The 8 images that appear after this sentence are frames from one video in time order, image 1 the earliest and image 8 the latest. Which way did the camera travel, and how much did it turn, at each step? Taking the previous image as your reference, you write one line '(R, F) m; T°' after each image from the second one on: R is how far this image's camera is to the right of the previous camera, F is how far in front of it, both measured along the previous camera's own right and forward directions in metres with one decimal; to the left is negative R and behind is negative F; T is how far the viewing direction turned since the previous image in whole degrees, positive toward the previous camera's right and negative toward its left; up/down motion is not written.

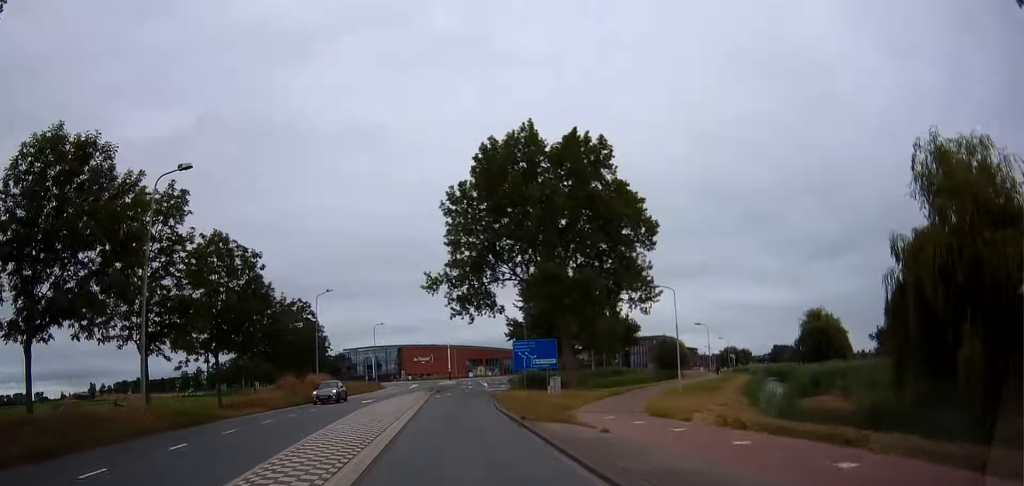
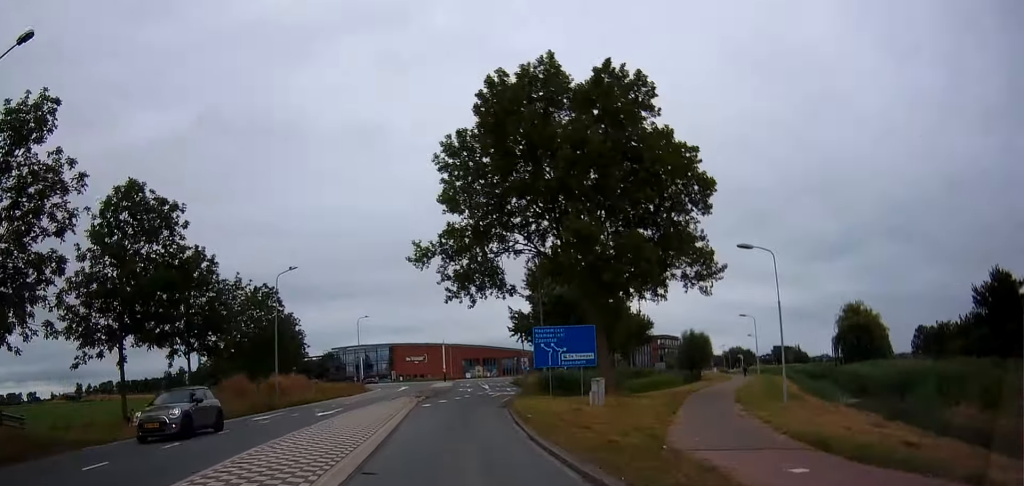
(+0.1, +11.0) m; 0°
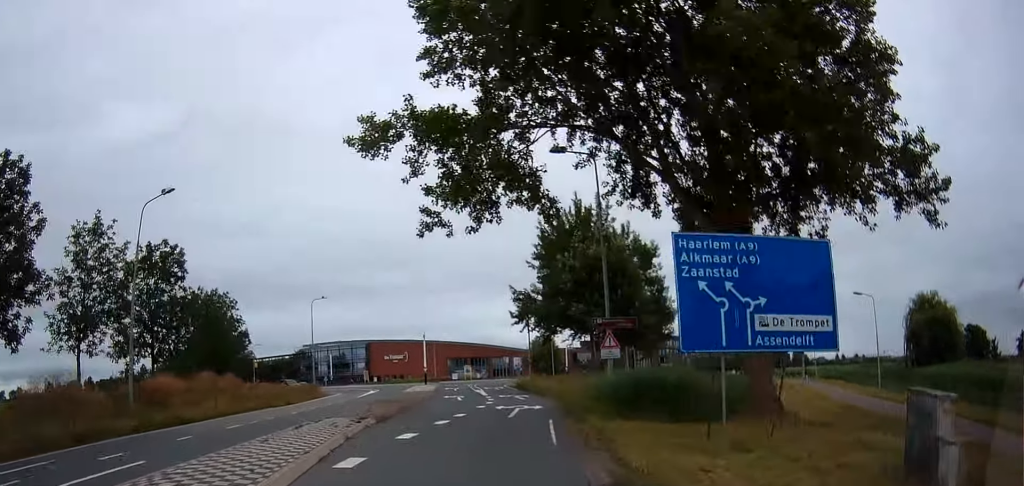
(0.0, +18.0) m; +2°
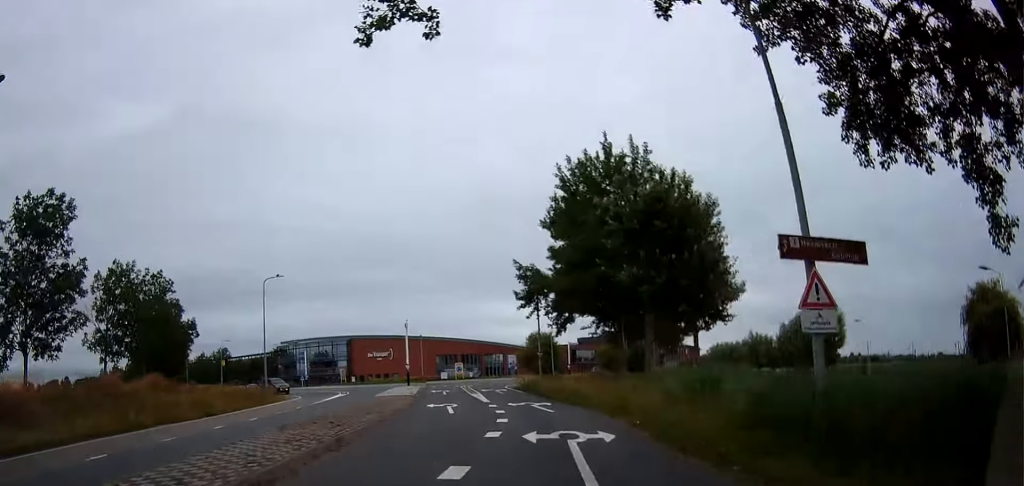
(+0.4, +12.0) m; +1°
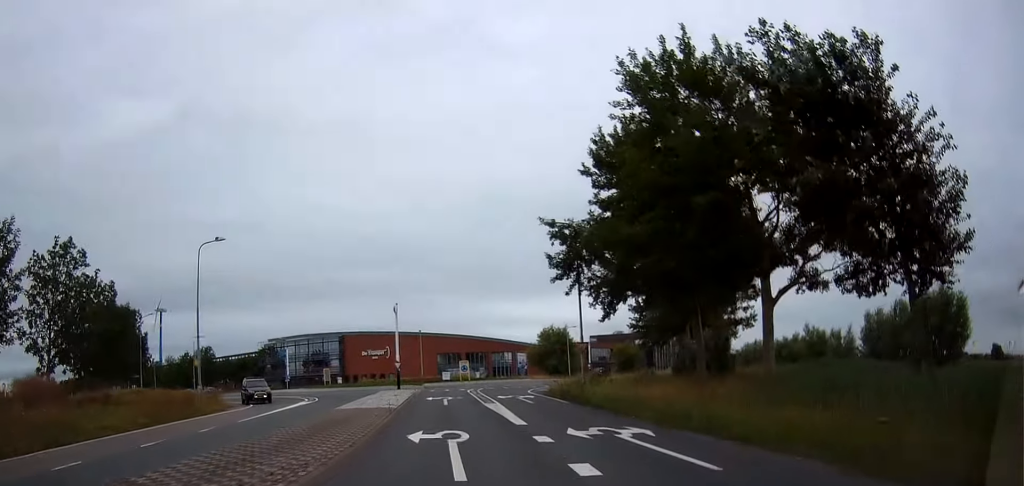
(-0.1, +13.1) m; -1°
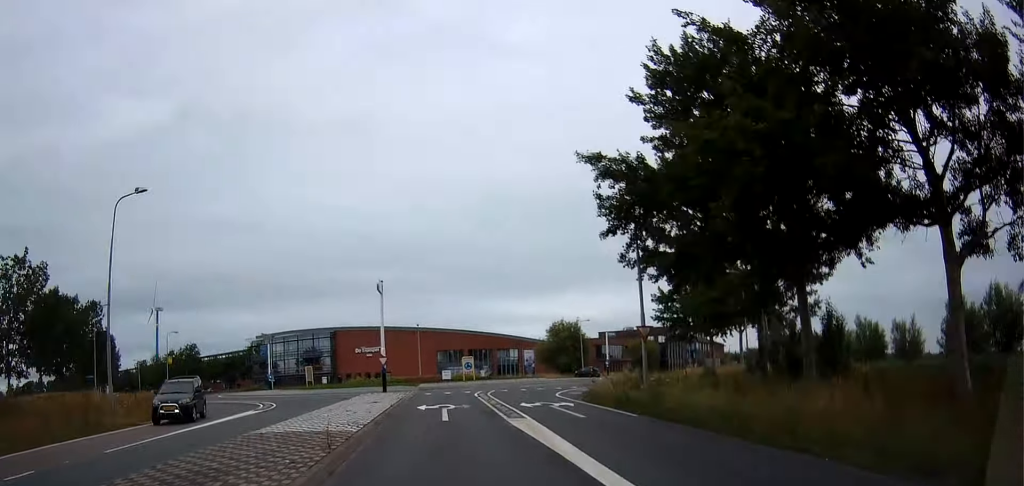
(-0.1, +9.9) m; 0°
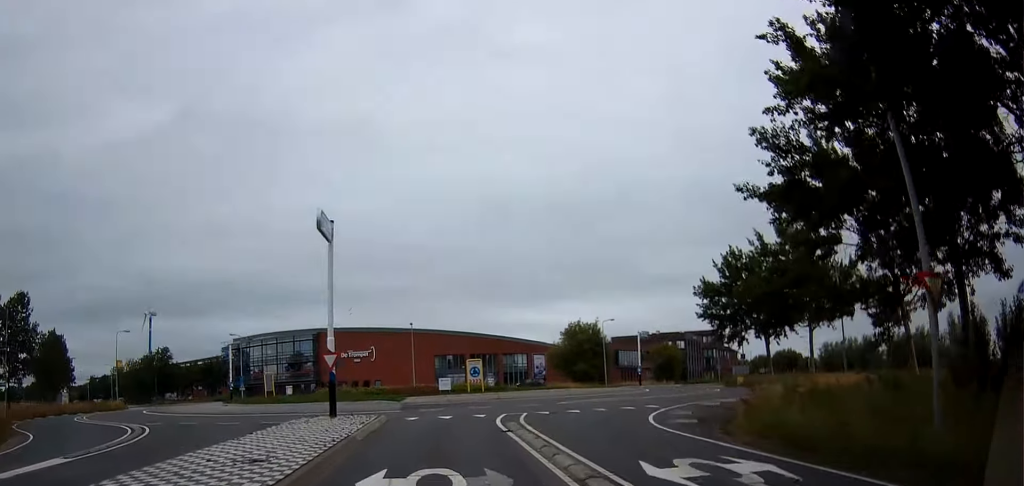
(+0.1, +15.1) m; +1°
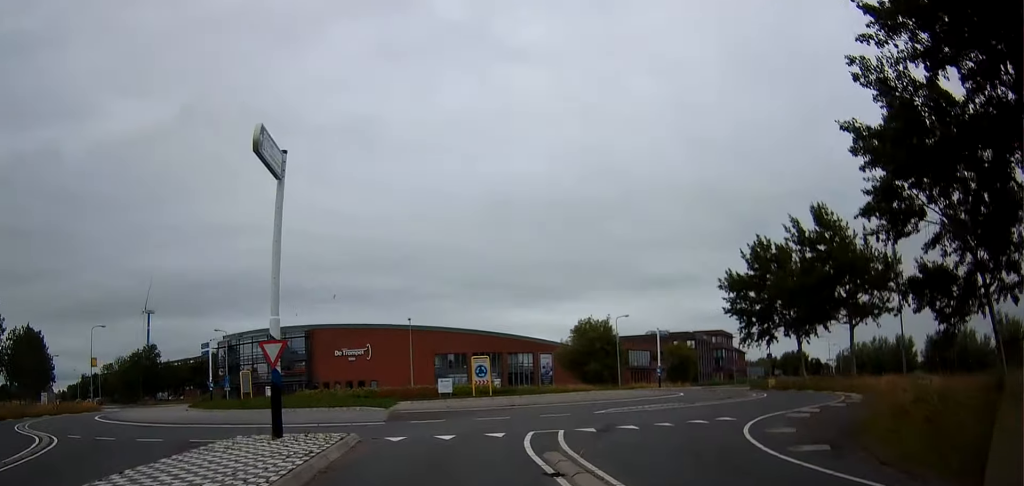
(+0.1, +6.5) m; -1°
